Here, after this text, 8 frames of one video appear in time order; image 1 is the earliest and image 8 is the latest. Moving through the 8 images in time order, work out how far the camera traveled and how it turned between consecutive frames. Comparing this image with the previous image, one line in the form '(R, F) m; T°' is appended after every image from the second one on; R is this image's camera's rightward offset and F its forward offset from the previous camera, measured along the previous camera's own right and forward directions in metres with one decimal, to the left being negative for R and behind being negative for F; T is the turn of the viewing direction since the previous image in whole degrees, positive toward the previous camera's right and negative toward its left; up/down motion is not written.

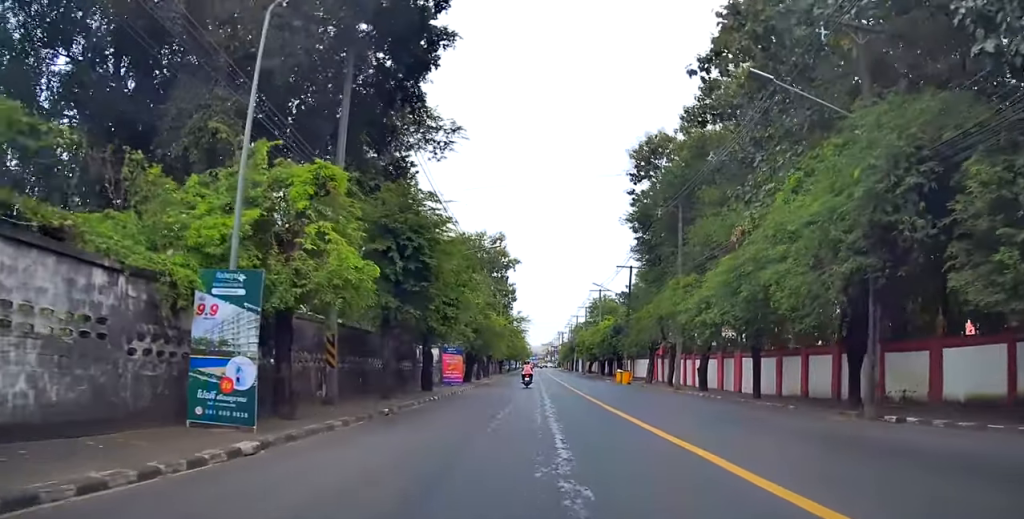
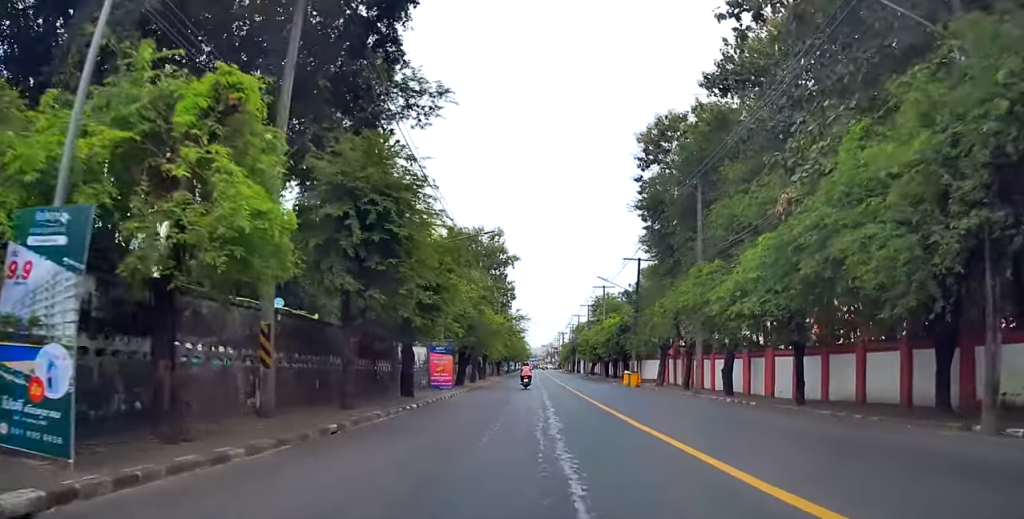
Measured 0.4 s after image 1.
(+0.1, +4.9) m; +1°
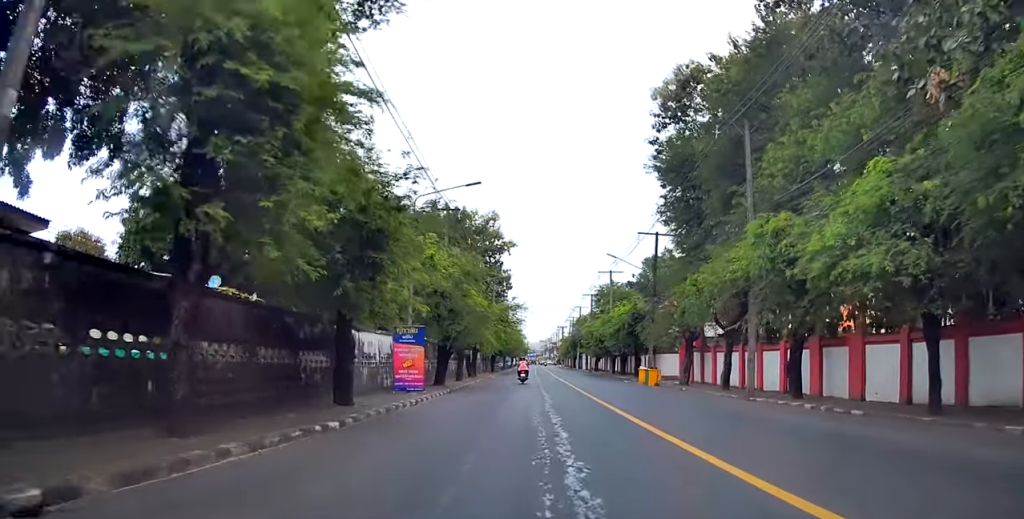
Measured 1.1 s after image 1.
(+0.2, +8.5) m; +1°
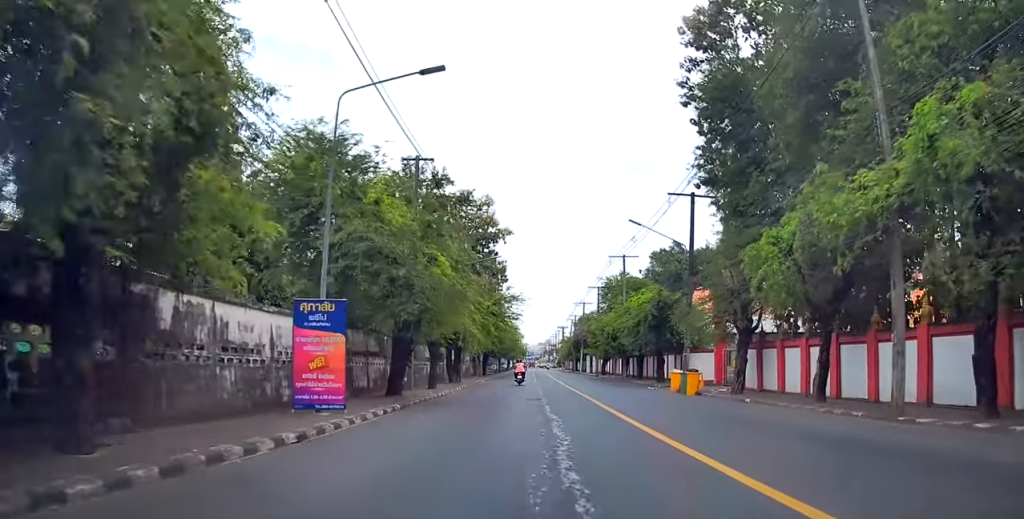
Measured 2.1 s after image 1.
(0.0, +11.5) m; -2°
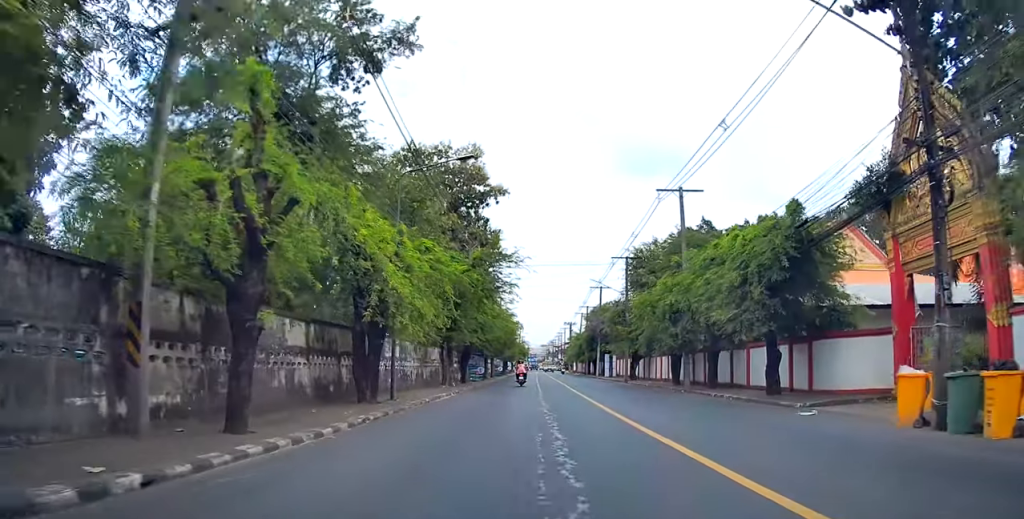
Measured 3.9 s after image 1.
(-1.0, +22.3) m; -3°
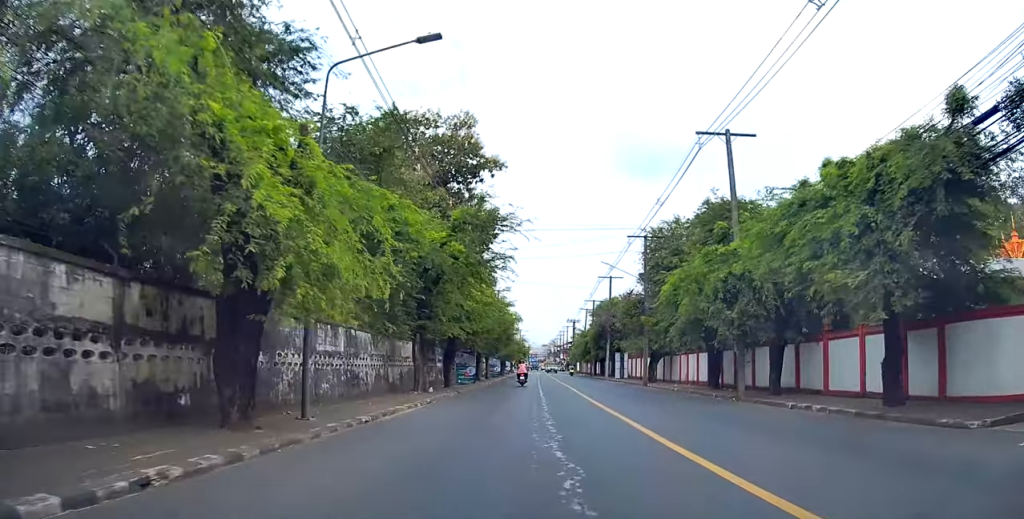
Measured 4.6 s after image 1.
(-0.1, +9.0) m; 0°
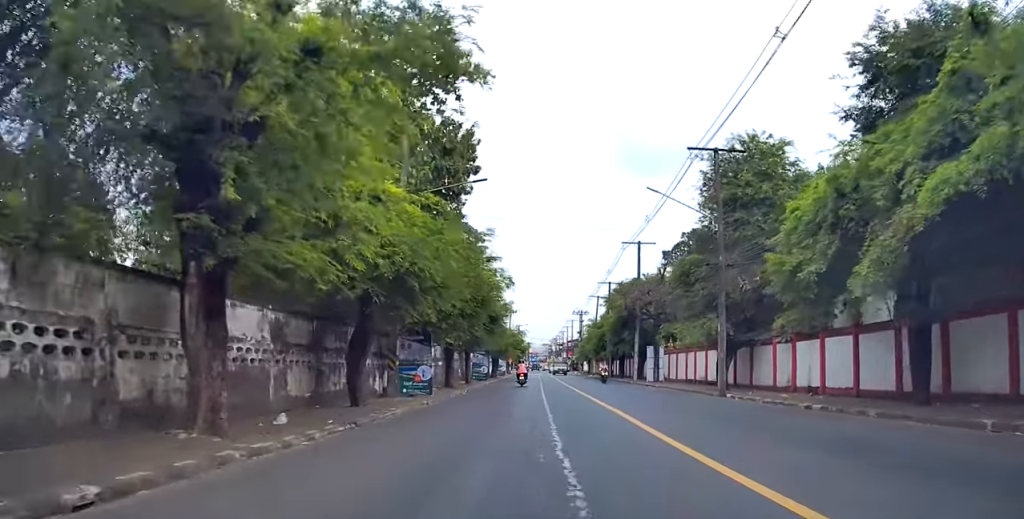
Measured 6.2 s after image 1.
(+0.3, +19.1) m; +2°
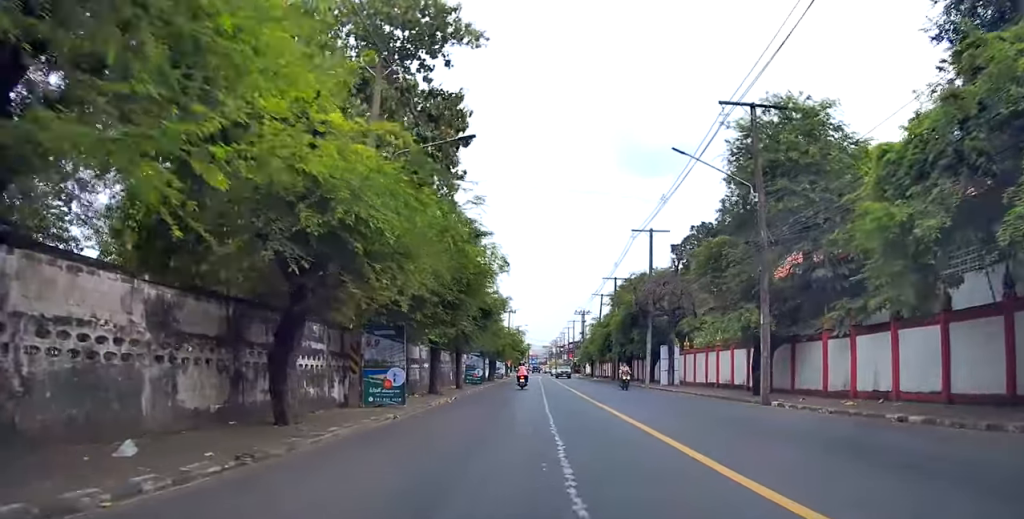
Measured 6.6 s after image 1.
(0.0, +5.4) m; 0°
